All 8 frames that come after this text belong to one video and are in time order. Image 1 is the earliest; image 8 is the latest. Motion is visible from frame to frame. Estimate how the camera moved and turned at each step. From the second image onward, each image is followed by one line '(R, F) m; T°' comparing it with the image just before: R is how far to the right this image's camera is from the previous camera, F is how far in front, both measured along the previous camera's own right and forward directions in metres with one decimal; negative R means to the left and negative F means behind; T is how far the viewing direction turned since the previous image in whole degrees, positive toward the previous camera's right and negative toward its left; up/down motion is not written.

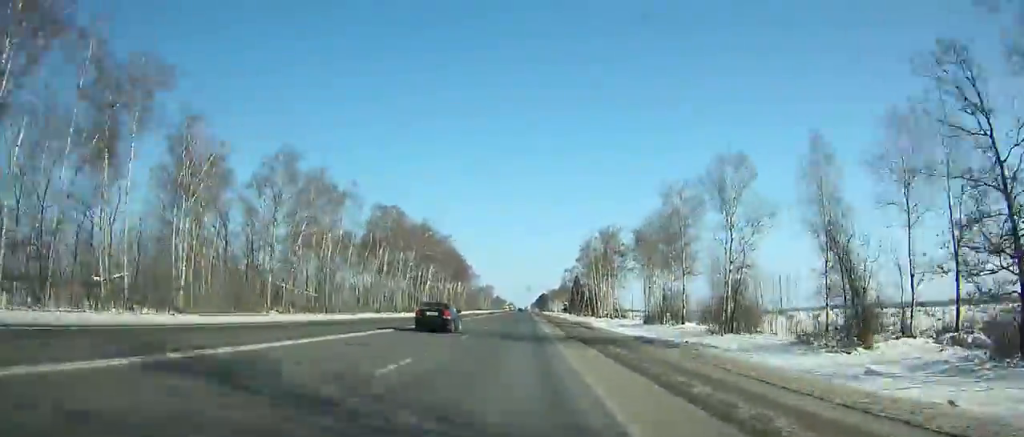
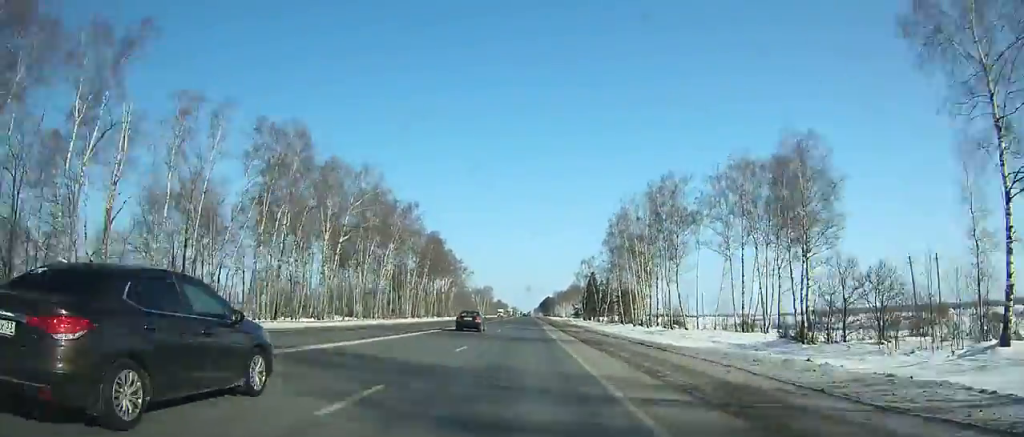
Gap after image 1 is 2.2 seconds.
(-0.1, +52.4) m; 0°
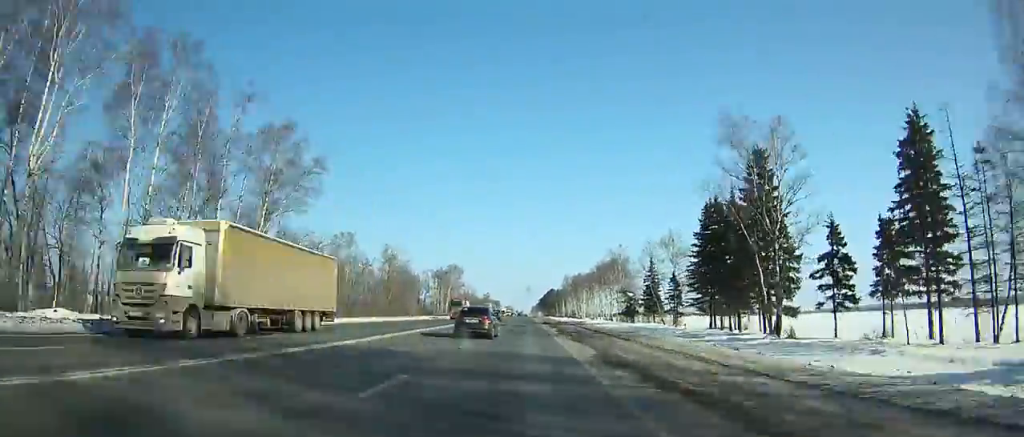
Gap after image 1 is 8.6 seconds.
(-0.2, +154.6) m; 0°
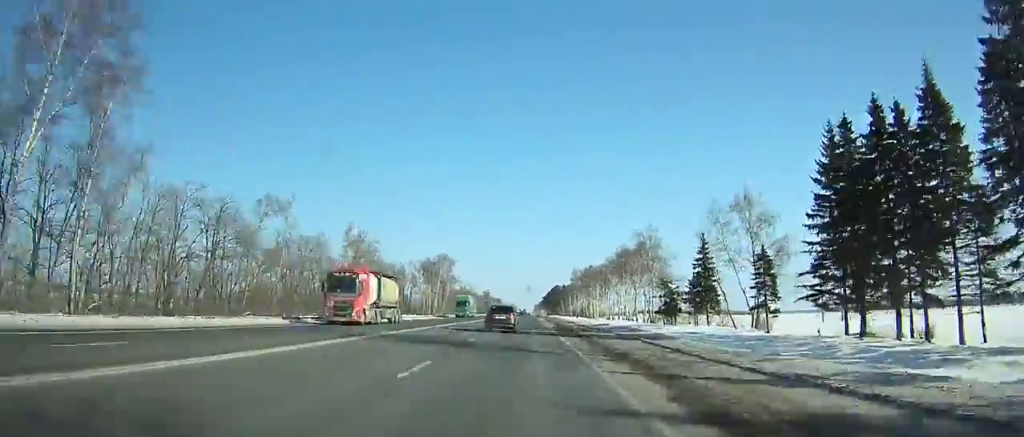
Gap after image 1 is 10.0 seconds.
(0.0, +34.2) m; 0°
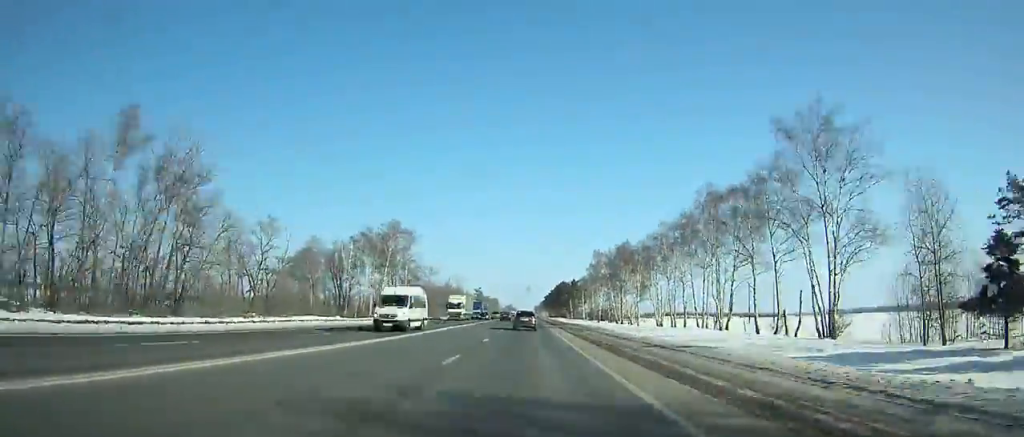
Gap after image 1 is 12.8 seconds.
(+0.1, +68.7) m; 0°
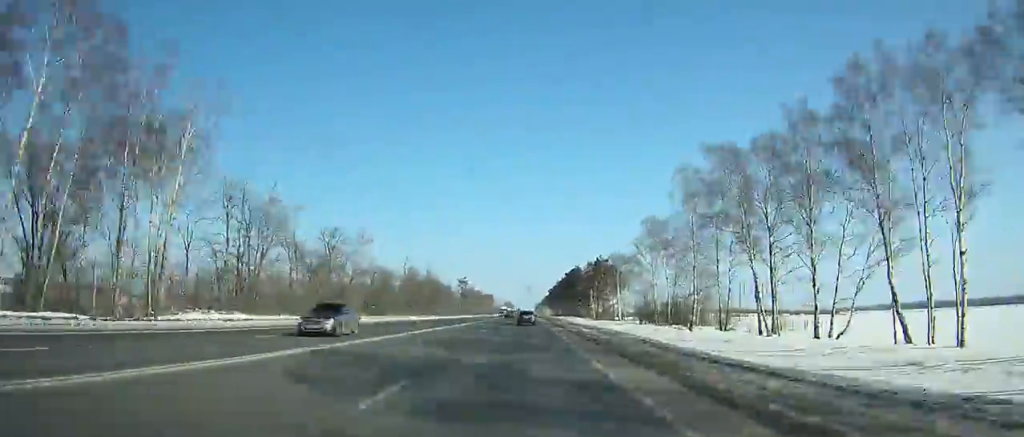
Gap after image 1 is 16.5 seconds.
(+0.4, +91.9) m; 0°
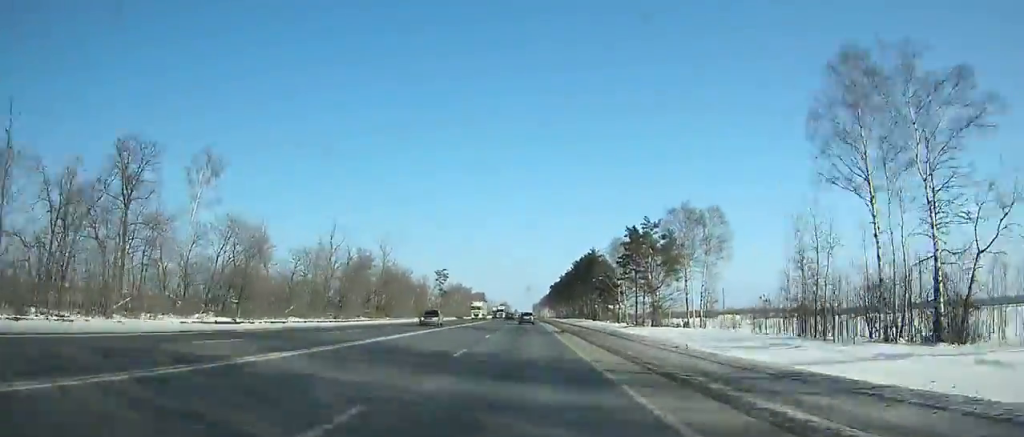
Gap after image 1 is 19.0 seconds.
(-0.1, +62.8) m; 0°
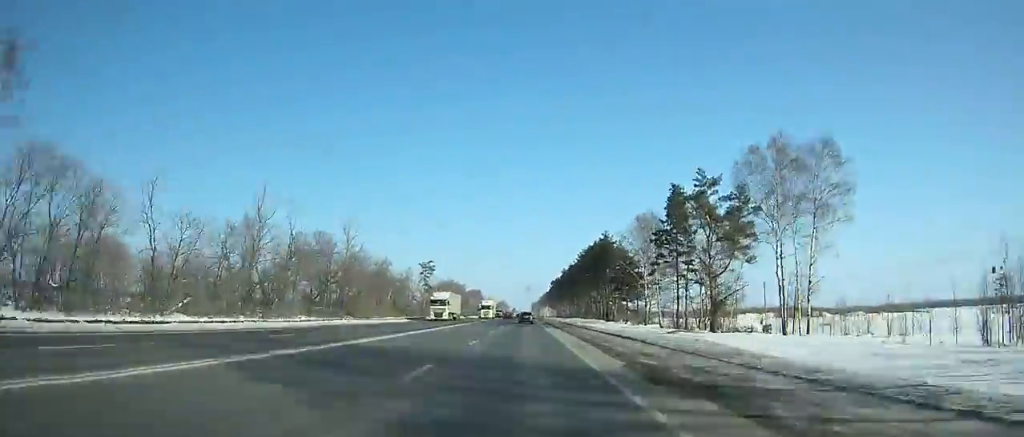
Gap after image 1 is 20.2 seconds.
(0.0, +30.5) m; 0°
